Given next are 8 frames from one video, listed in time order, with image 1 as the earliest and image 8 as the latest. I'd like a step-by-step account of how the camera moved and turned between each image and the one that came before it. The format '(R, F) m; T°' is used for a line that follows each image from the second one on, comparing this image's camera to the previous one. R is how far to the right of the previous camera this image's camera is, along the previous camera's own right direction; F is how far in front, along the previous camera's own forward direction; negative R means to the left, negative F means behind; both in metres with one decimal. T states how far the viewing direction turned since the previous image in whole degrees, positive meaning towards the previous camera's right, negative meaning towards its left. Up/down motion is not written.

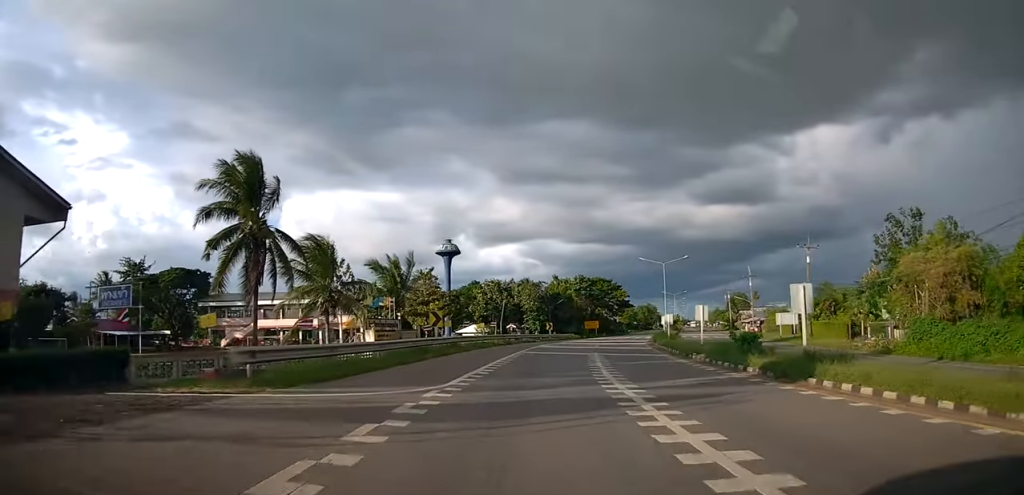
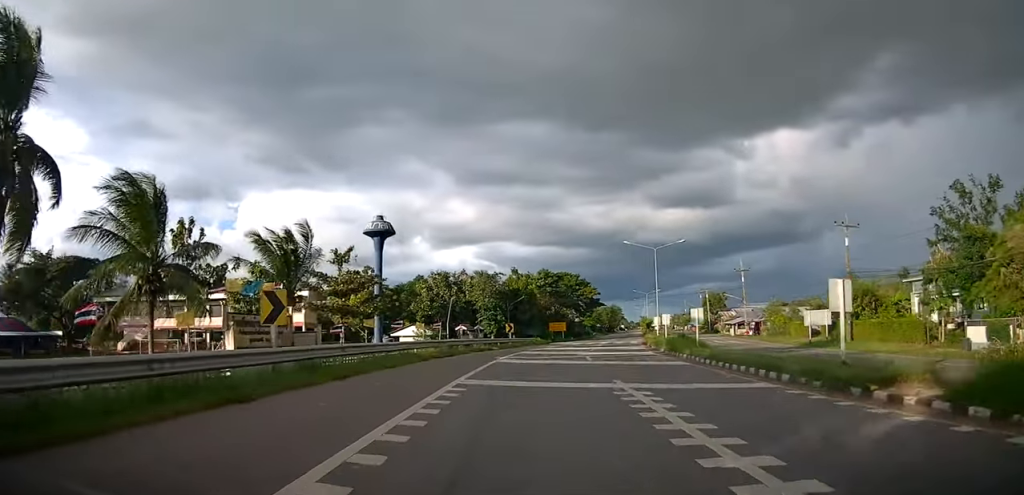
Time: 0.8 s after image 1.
(+0.8, +15.0) m; +5°
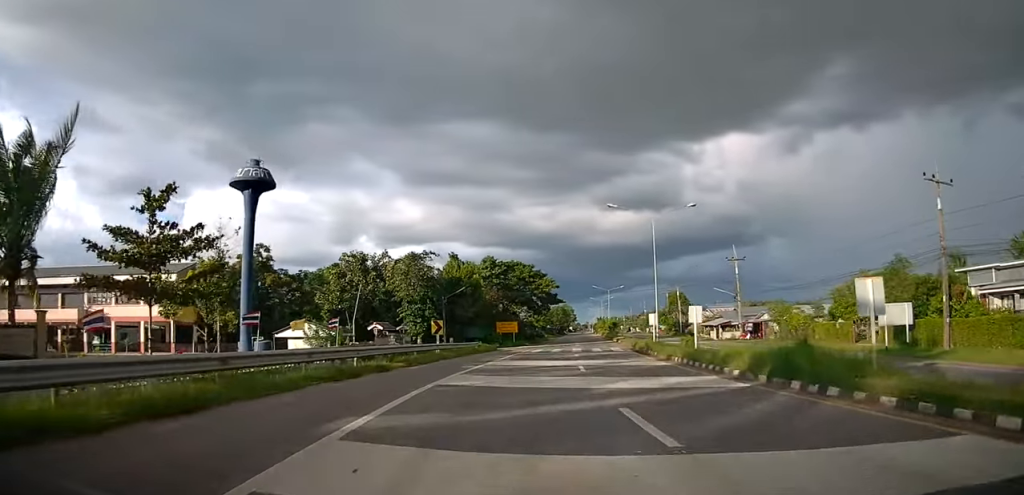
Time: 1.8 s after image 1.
(+0.8, +17.1) m; +3°
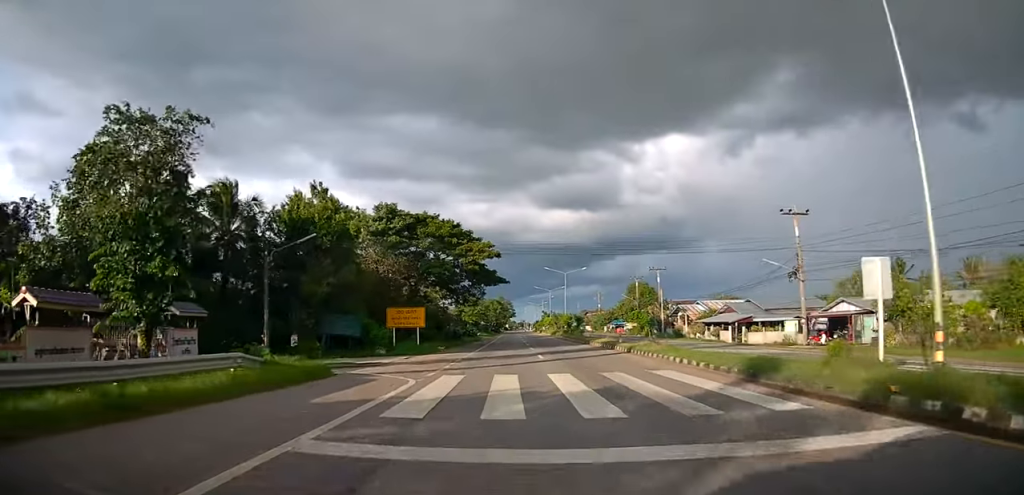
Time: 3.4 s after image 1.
(+1.7, +29.0) m; +7°
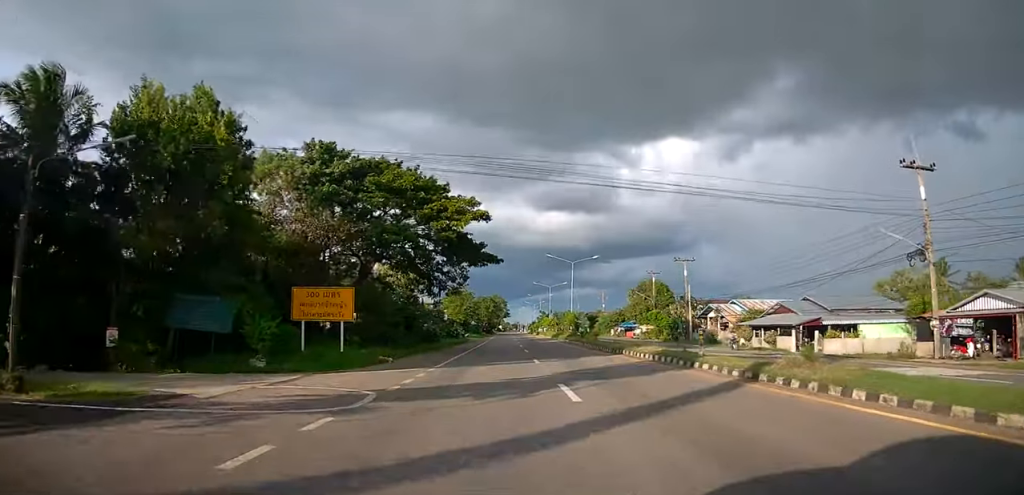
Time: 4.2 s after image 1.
(+0.8, +15.4) m; +2°
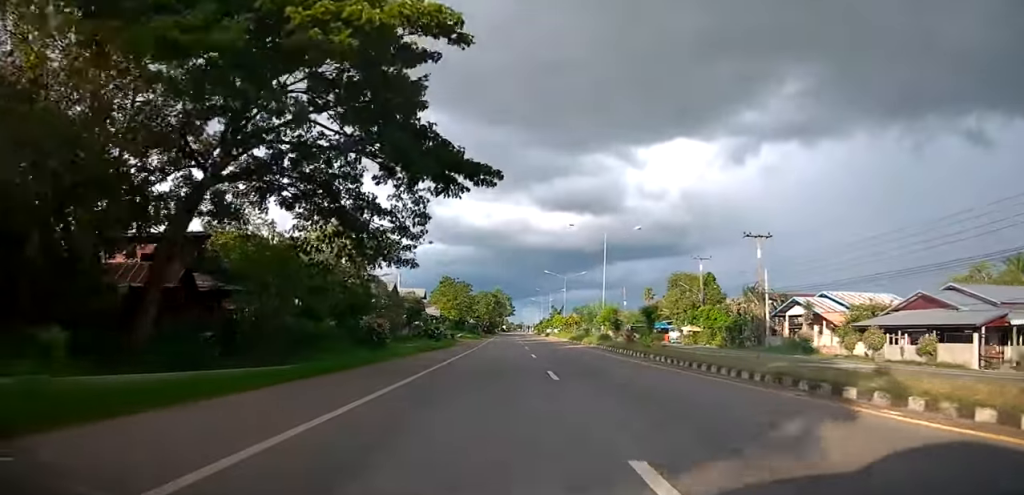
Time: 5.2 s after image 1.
(-0.5, +19.3) m; 0°
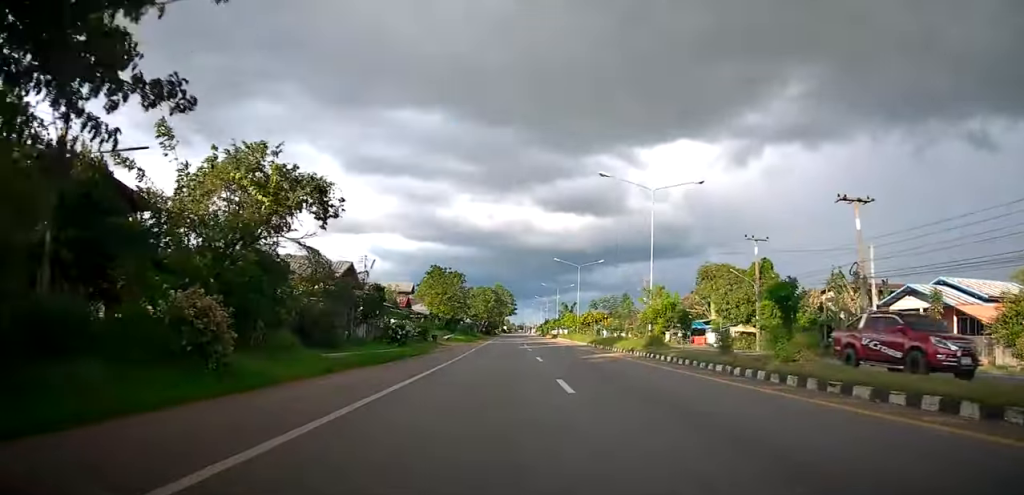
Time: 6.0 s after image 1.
(+0.5, +14.8) m; +1°
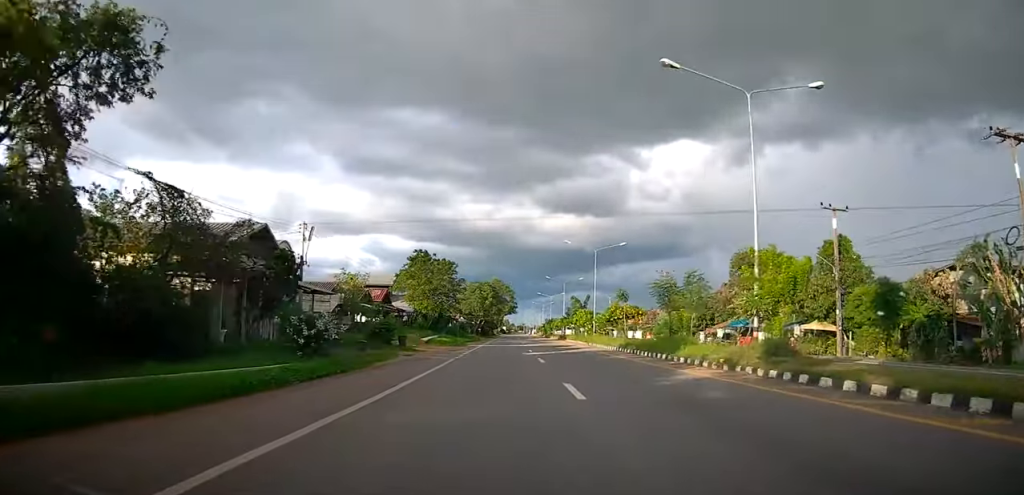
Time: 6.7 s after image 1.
(-0.1, +13.4) m; 0°
